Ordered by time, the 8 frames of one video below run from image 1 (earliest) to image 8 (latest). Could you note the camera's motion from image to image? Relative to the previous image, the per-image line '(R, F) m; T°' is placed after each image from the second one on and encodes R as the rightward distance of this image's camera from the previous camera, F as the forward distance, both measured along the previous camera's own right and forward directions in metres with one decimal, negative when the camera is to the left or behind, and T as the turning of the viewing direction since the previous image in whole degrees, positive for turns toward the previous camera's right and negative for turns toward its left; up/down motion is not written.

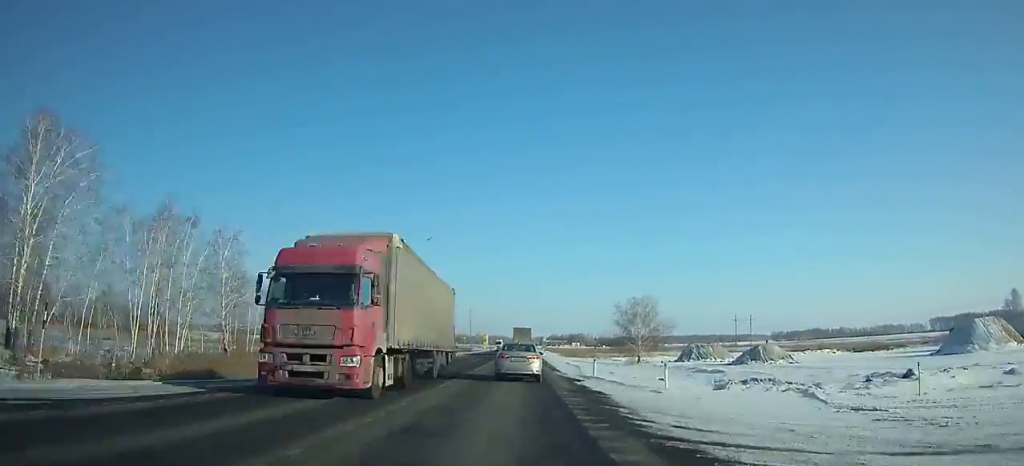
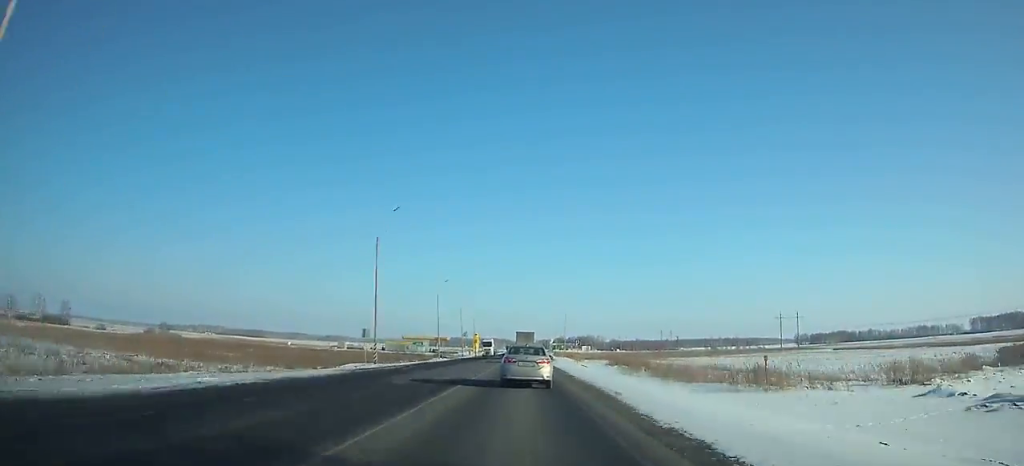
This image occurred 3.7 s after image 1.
(0.0, +81.6) m; 0°
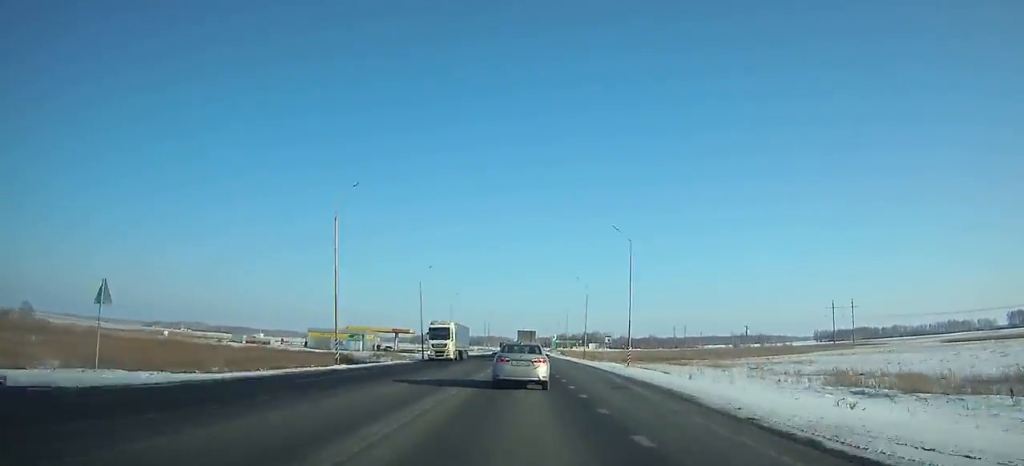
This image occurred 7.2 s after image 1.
(+0.1, +76.5) m; 0°
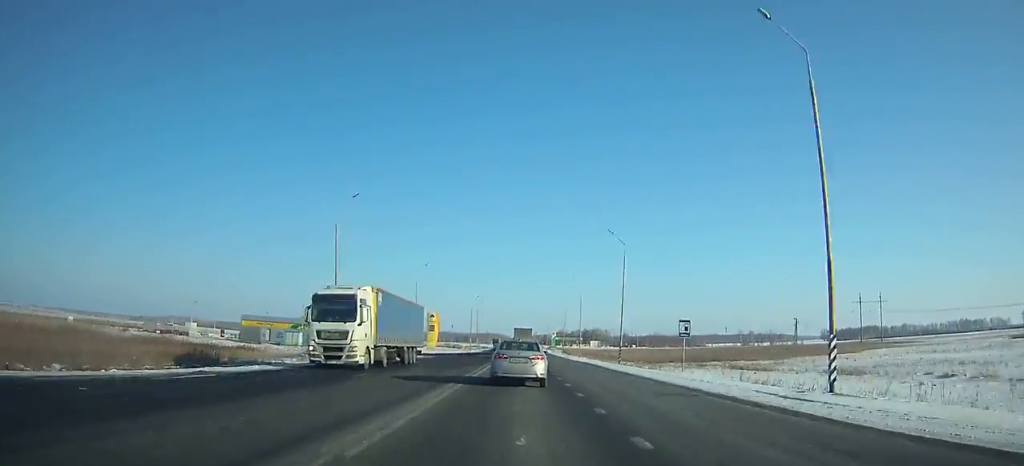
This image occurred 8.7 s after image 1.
(+0.1, +32.5) m; 0°
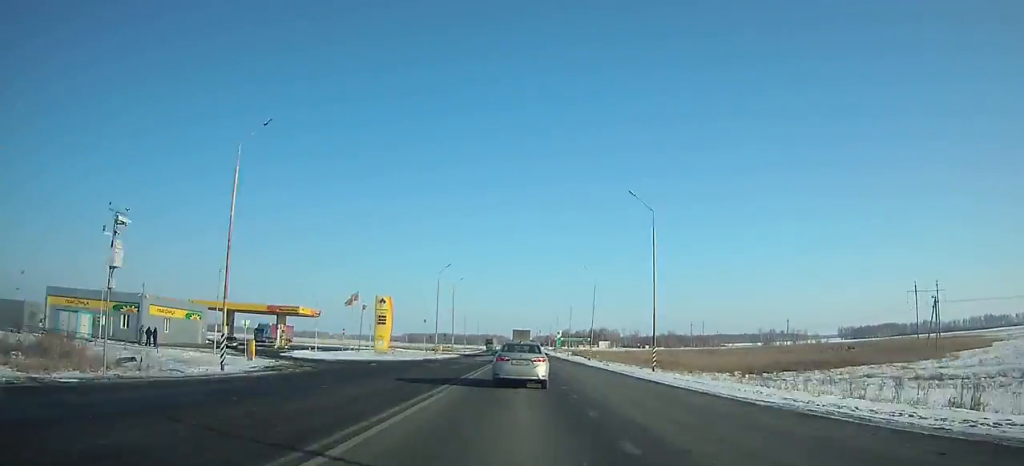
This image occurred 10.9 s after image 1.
(+0.1, +47.4) m; 0°
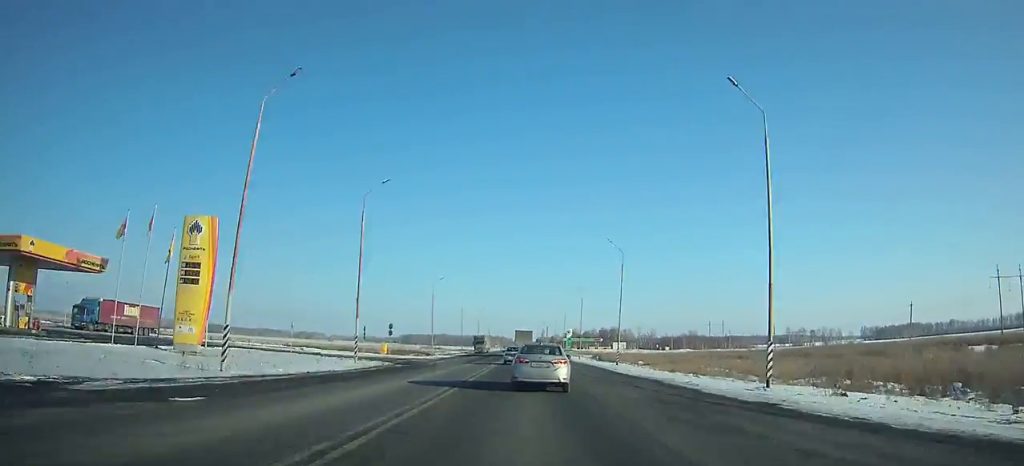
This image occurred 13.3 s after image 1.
(0.0, +51.1) m; 0°
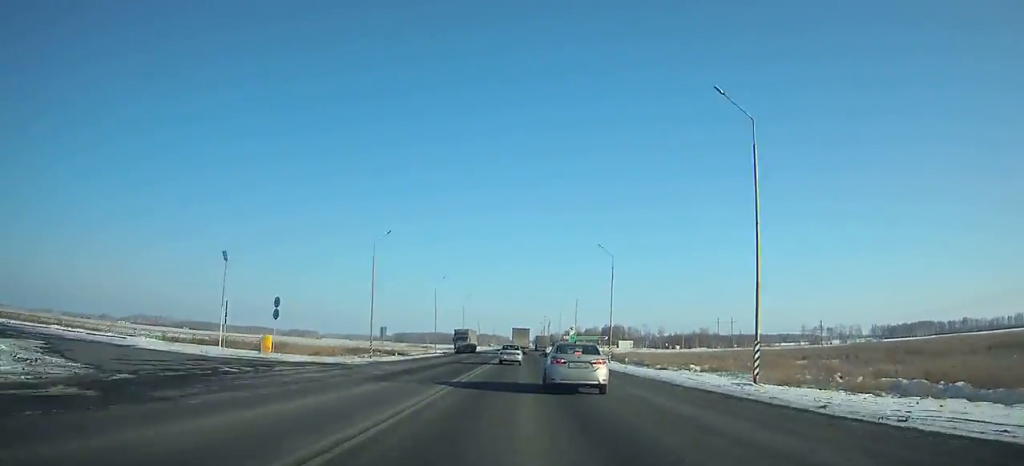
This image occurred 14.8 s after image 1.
(-0.1, +31.3) m; 0°
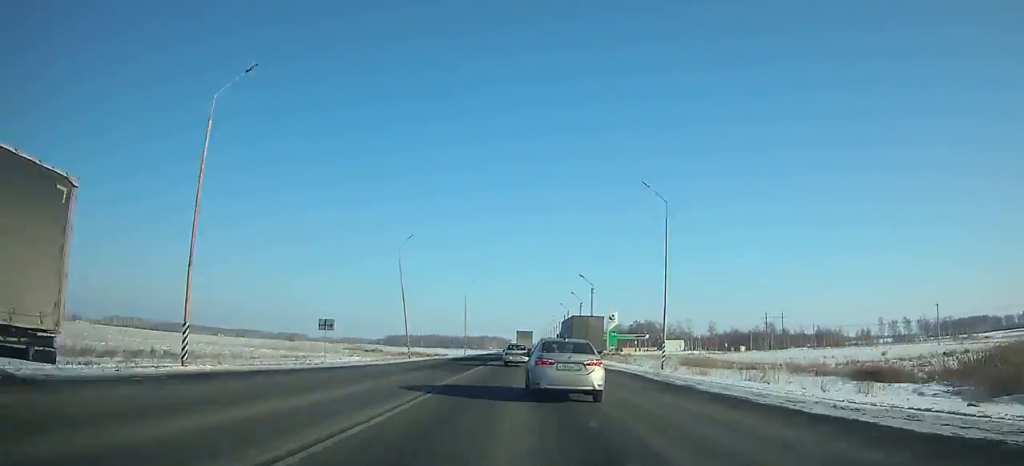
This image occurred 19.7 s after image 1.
(+0.3, +98.1) m; 0°
